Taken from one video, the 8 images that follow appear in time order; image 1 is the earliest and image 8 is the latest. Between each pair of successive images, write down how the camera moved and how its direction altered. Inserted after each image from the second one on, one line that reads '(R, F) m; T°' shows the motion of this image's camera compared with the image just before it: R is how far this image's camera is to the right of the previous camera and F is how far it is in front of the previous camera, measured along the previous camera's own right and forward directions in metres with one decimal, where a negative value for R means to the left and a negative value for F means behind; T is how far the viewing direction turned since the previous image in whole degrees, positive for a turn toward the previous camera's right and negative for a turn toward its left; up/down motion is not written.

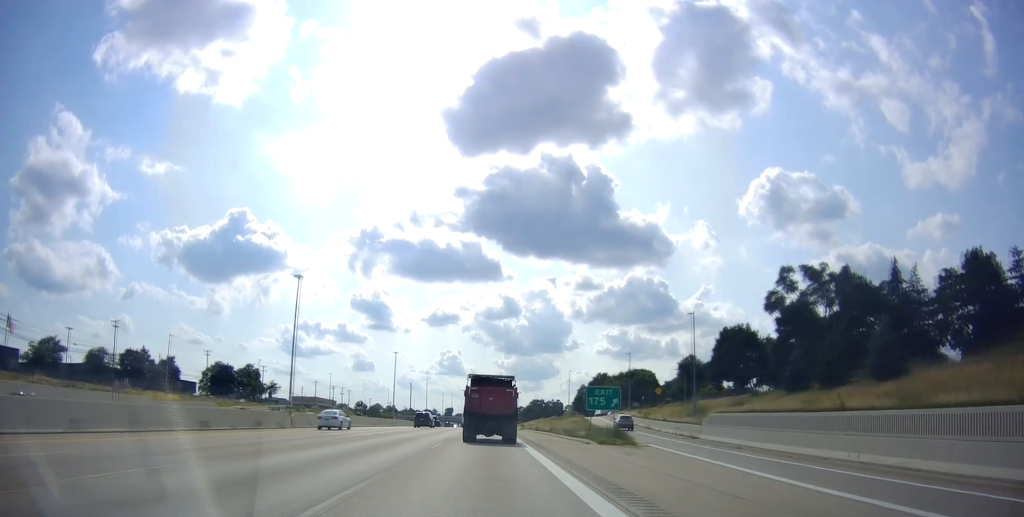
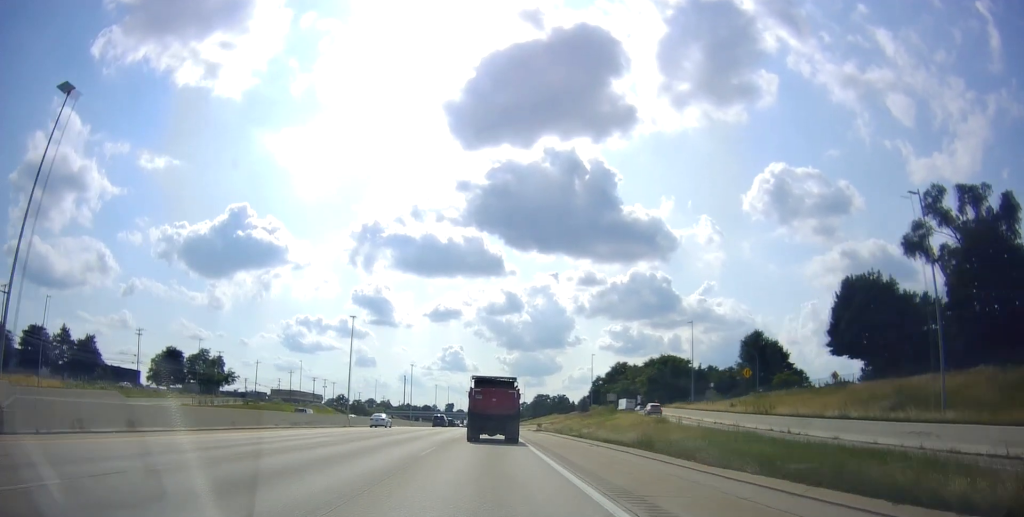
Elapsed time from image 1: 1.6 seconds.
(+0.5, +35.0) m; +1°
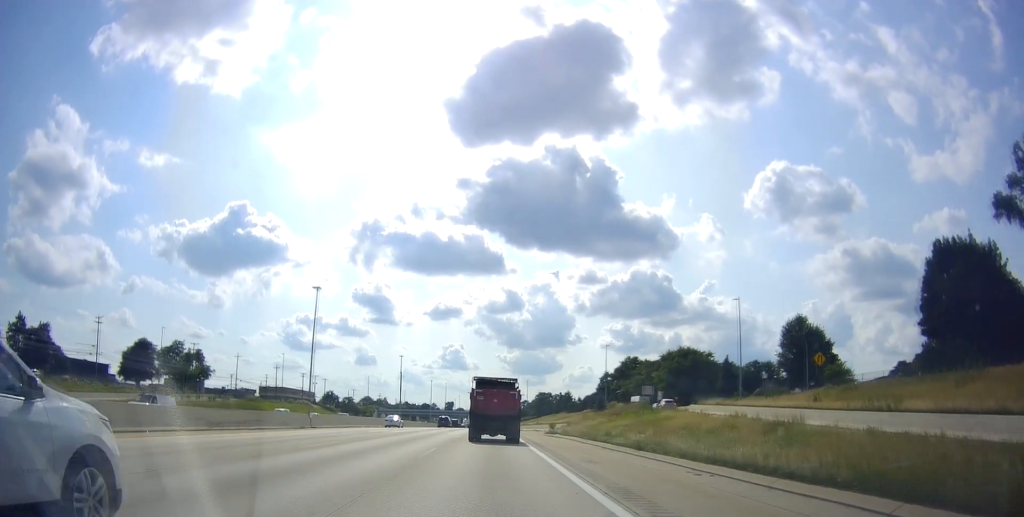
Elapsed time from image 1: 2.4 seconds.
(-0.4, +15.7) m; -1°
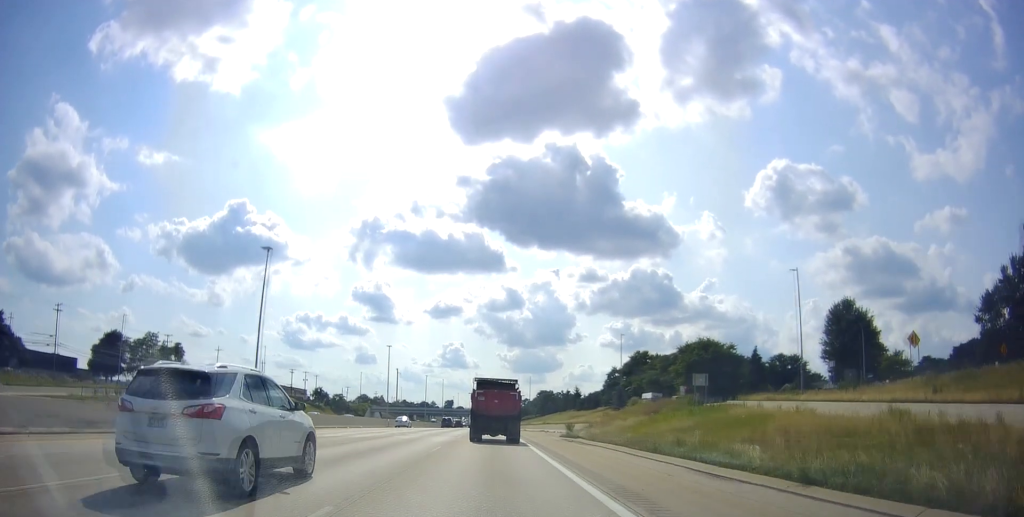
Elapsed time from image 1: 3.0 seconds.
(-0.1, +13.4) m; 0°
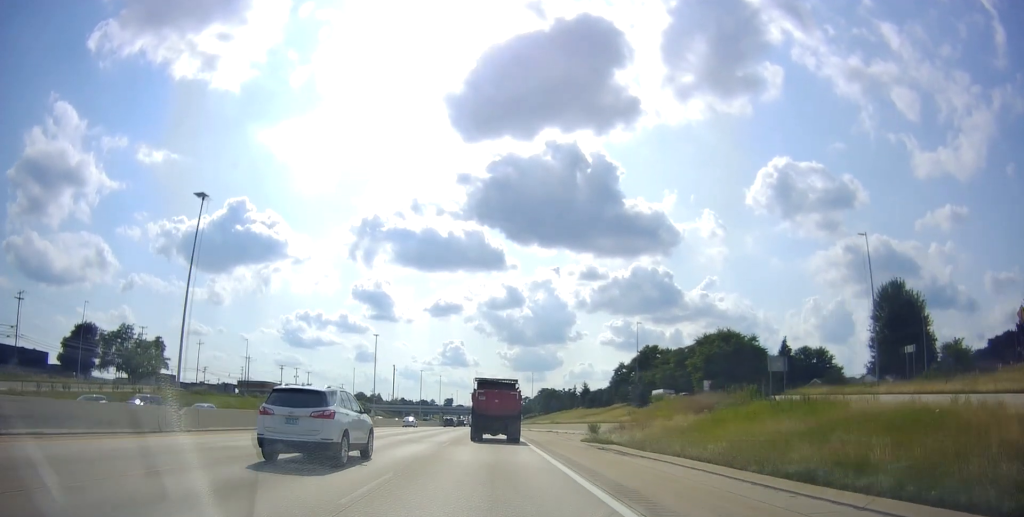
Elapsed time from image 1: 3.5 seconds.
(0.0, +11.3) m; 0°
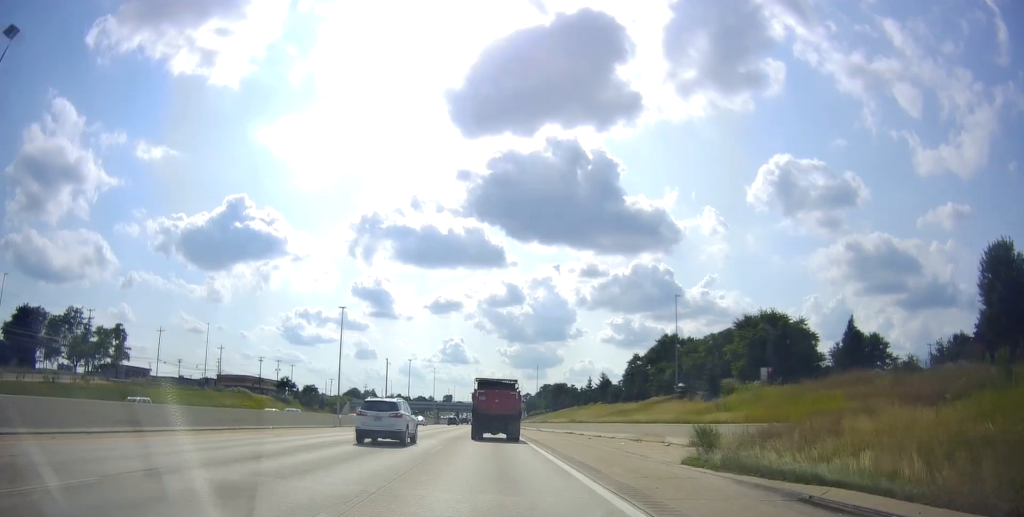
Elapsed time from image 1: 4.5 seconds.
(0.0, +19.8) m; +1°
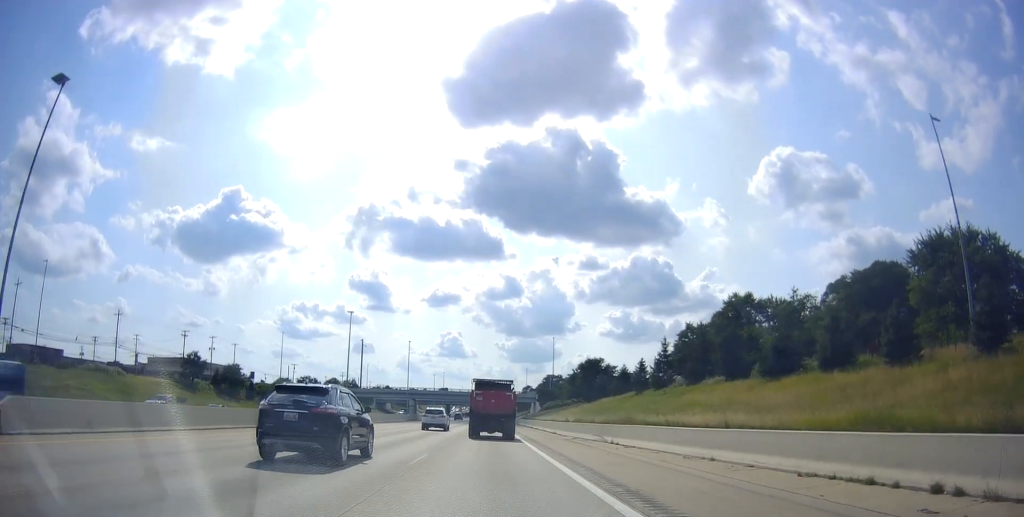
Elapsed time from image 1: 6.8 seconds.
(+1.0, +49.9) m; 0°
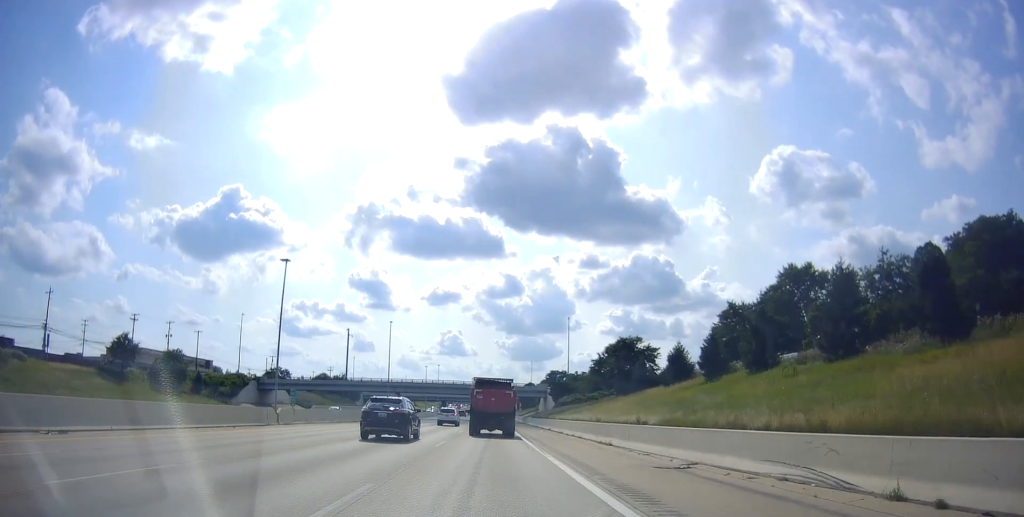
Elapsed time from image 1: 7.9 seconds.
(-0.4, +23.6) m; -1°
